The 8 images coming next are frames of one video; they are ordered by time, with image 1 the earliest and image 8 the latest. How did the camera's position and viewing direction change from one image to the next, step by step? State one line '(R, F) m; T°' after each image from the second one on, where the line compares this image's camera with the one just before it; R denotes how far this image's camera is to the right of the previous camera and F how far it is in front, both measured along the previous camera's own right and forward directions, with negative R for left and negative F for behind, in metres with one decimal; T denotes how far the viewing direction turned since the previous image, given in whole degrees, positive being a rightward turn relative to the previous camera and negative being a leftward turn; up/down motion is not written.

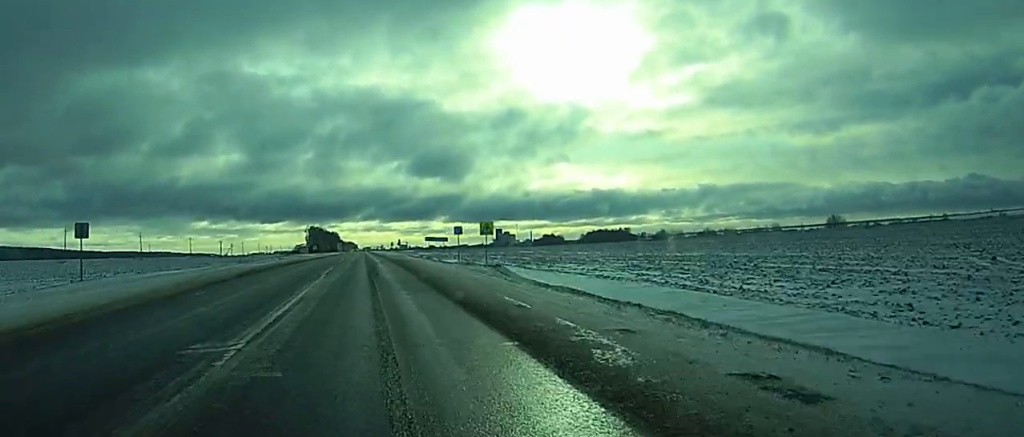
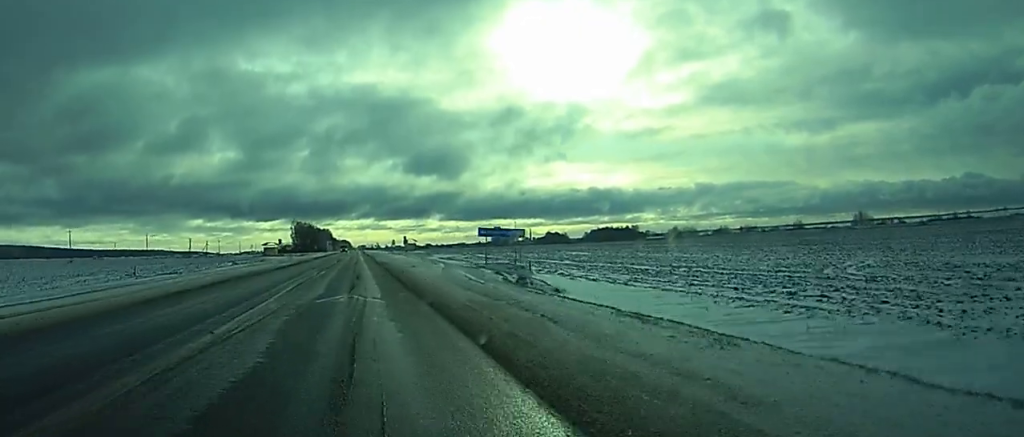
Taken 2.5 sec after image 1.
(+0.1, +69.0) m; 0°
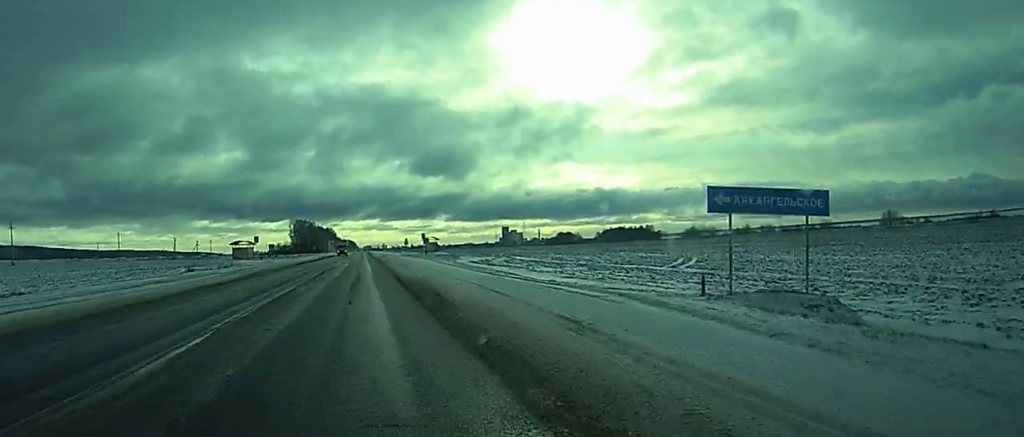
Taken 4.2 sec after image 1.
(+0.1, +43.9) m; 0°
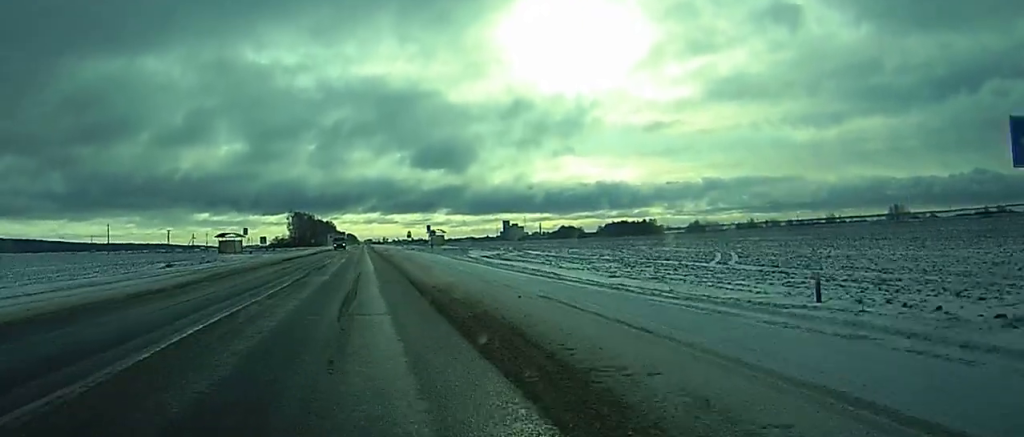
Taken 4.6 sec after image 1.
(0.0, +11.6) m; 0°
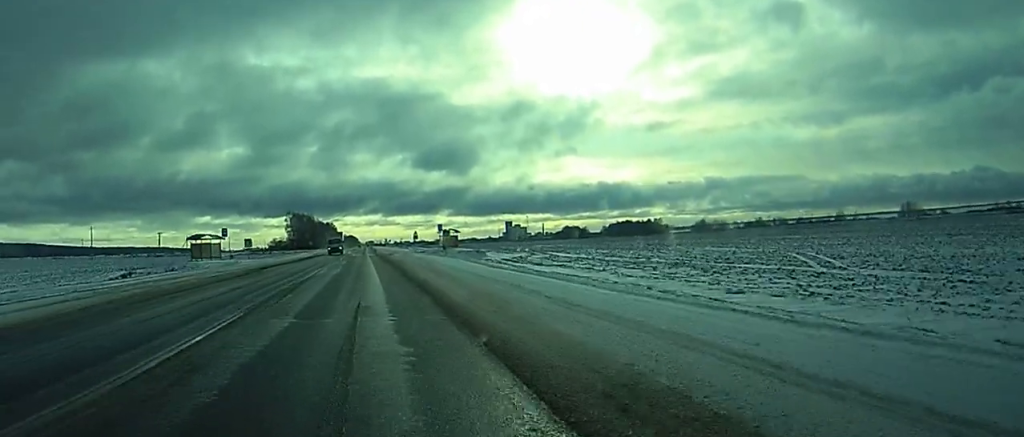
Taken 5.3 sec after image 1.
(-0.1, +17.8) m; 0°
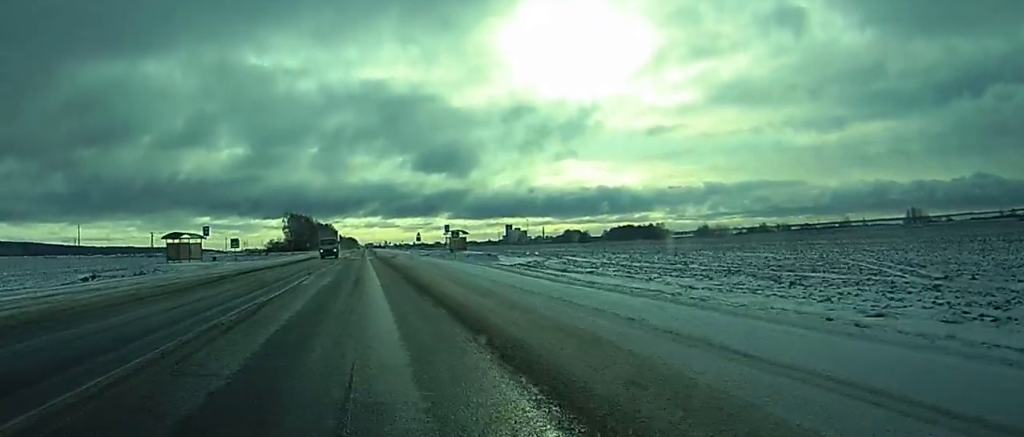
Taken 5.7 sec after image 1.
(0.0, +10.7) m; 0°
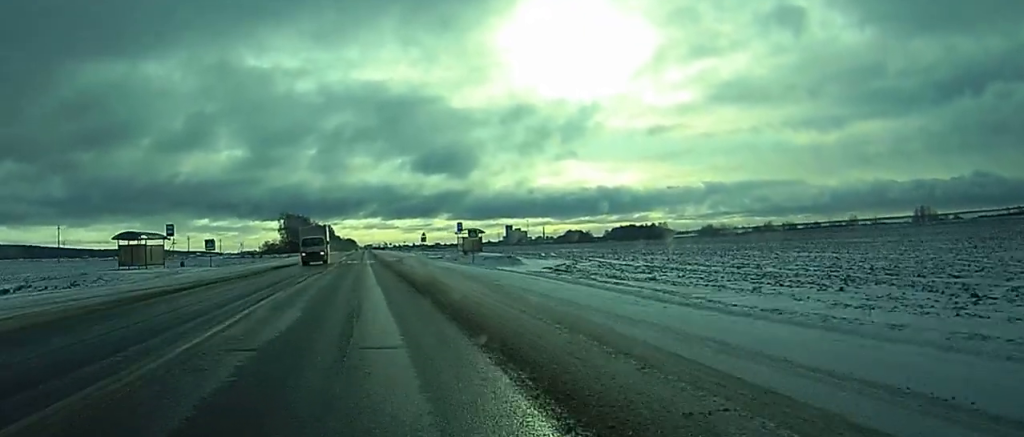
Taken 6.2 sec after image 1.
(0.0, +15.1) m; 0°
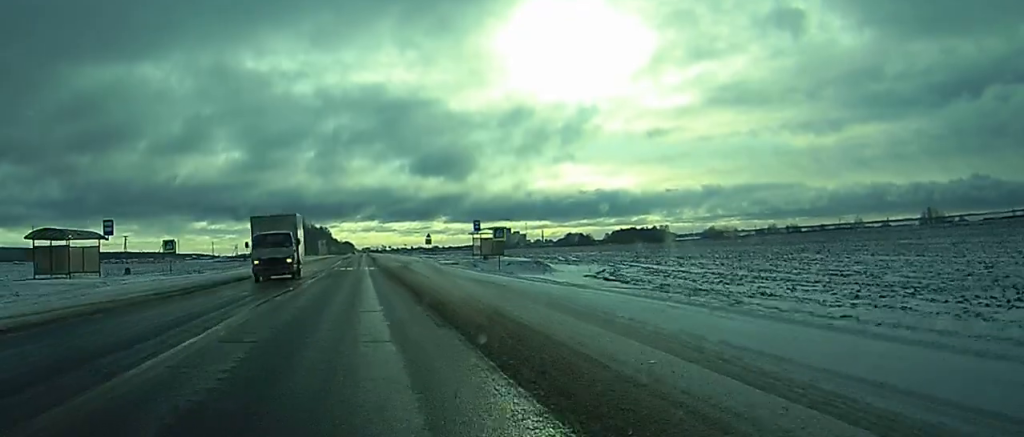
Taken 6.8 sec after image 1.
(0.0, +16.0) m; 0°
